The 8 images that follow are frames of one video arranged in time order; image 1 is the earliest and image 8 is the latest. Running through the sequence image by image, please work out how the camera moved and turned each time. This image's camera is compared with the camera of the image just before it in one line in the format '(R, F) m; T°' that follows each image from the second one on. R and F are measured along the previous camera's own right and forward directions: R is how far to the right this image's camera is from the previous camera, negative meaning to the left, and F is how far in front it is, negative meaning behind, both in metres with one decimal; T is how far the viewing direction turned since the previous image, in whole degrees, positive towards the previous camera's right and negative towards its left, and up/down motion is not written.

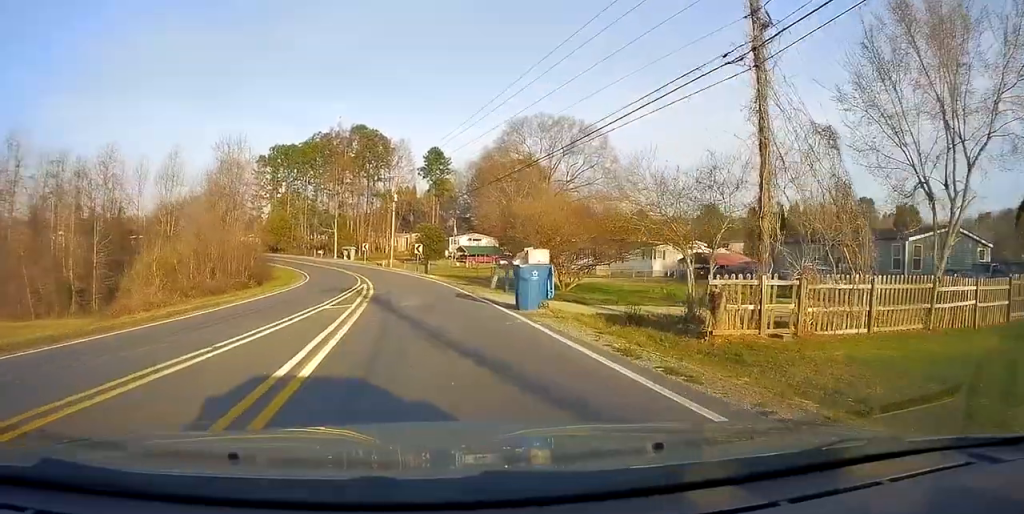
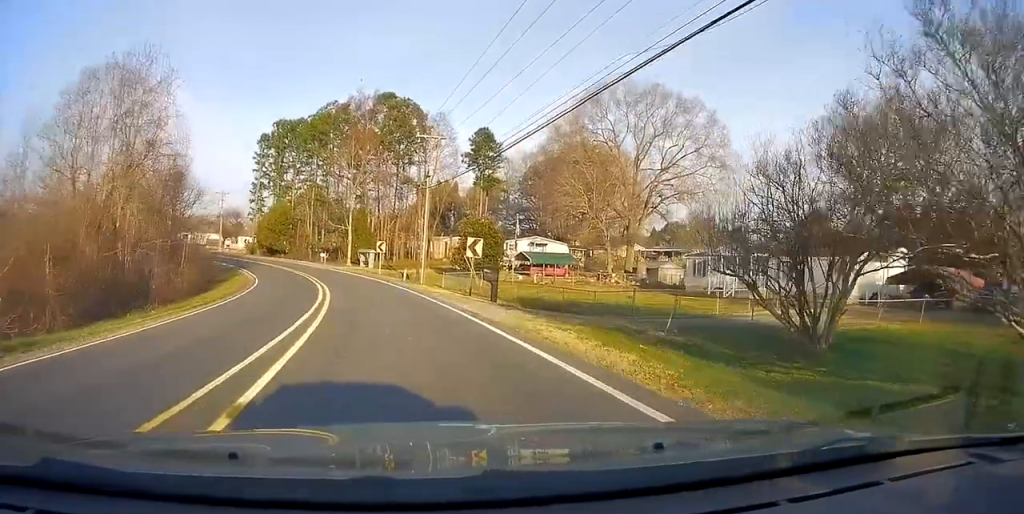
(-0.9, +26.6) m; -5°
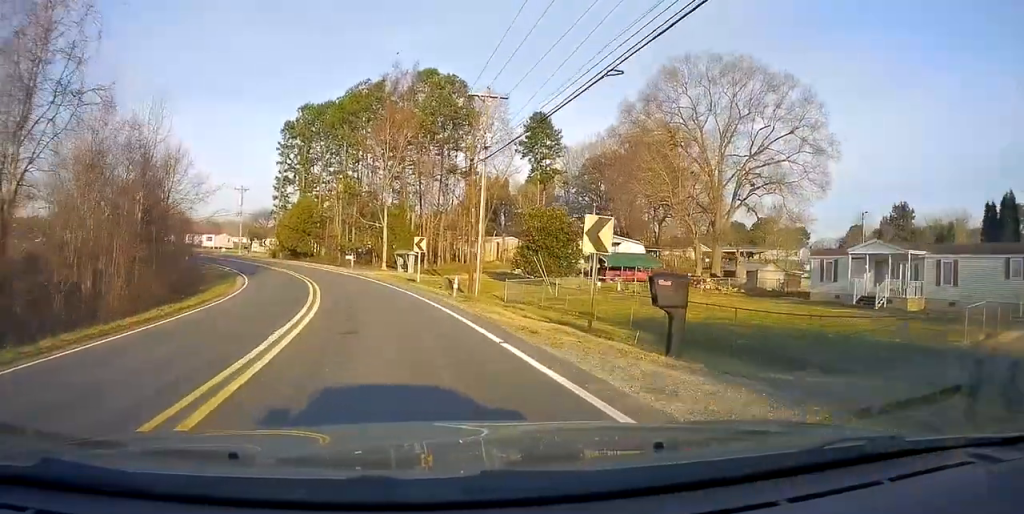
(-0.3, +12.3) m; -3°
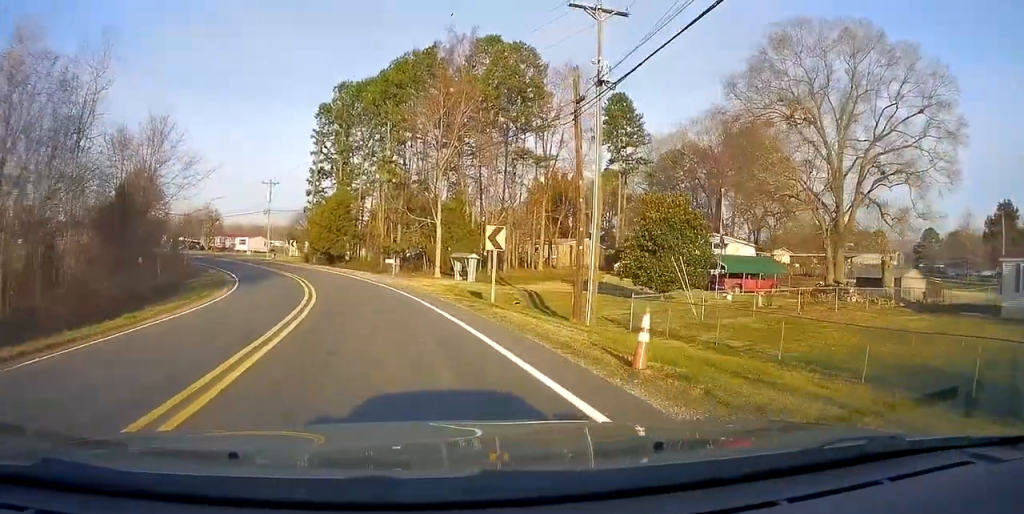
(-0.3, +12.9) m; -4°
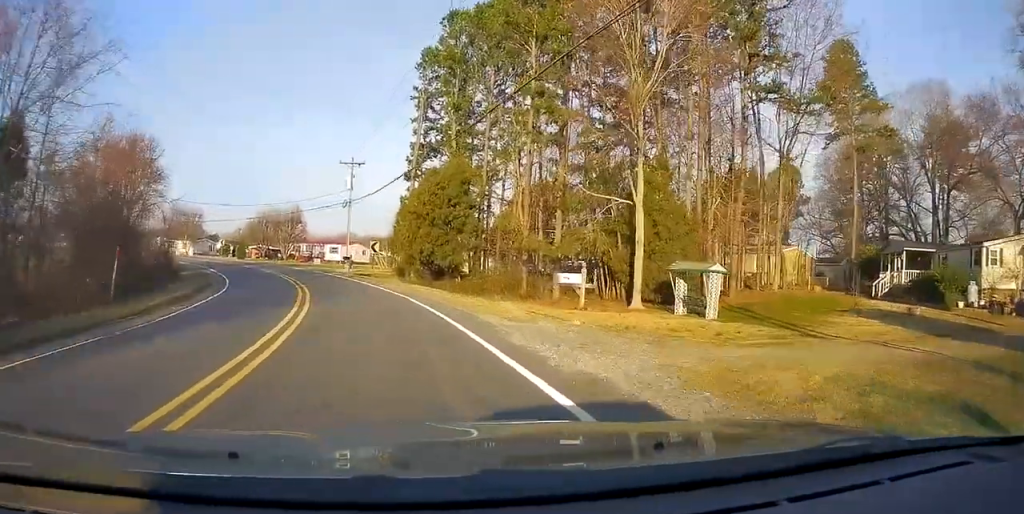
(-2.1, +23.9) m; -12°
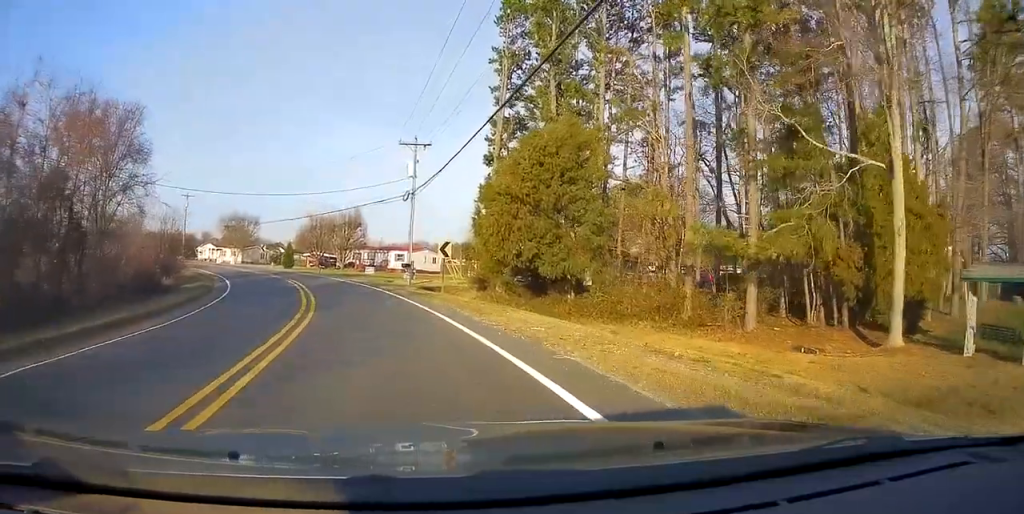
(-0.8, +12.2) m; -8°
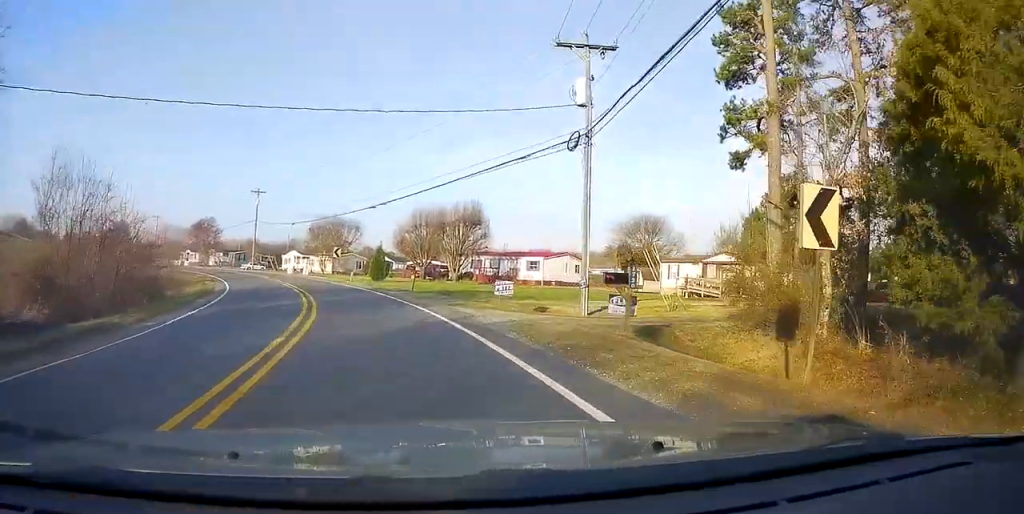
(-2.8, +20.7) m; -14°
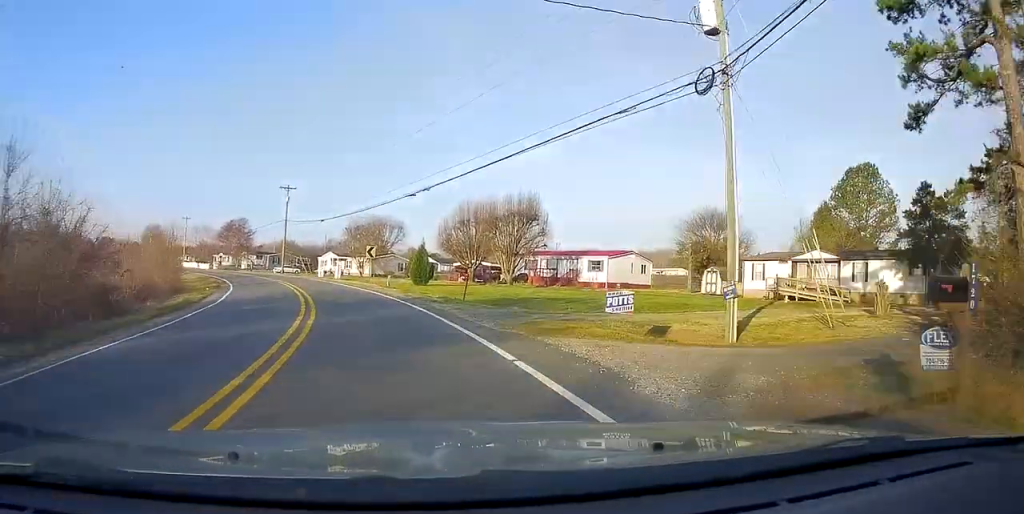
(-0.2, +7.6) m; -4°
